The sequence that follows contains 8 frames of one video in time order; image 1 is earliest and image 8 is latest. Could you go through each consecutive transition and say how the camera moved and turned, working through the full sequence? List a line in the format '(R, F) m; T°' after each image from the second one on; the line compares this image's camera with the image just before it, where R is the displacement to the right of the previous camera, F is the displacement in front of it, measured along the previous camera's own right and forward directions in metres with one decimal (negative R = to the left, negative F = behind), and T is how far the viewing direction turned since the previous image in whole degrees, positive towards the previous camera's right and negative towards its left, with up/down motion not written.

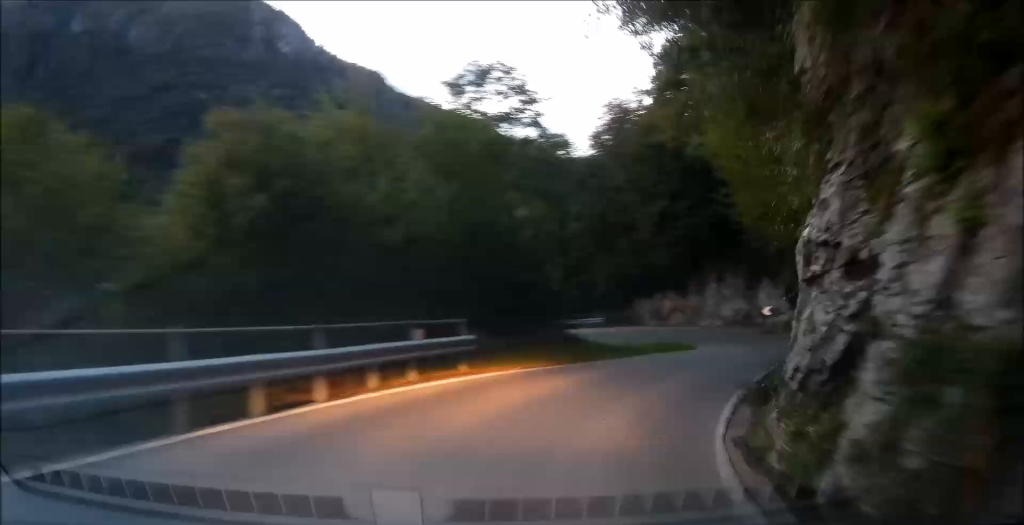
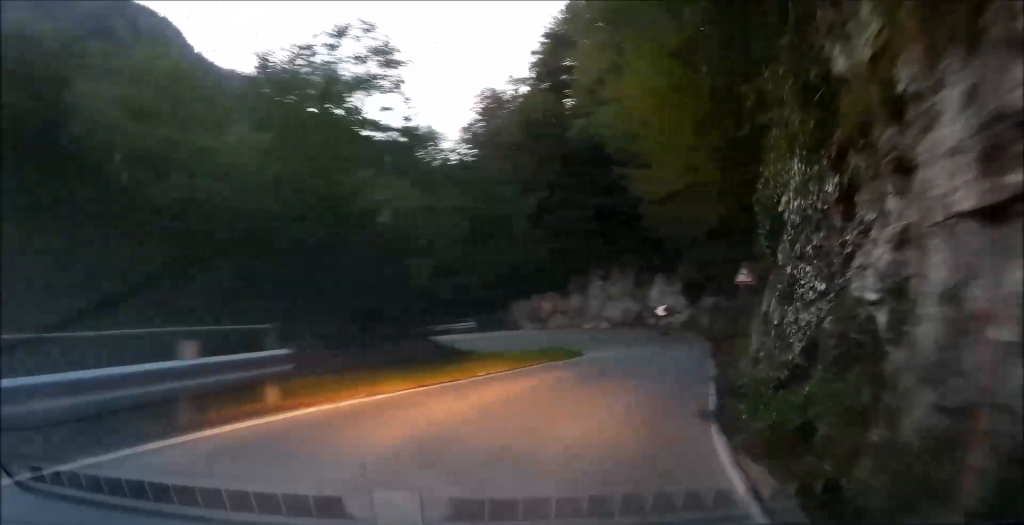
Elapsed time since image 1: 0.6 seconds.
(+0.5, +4.6) m; +7°
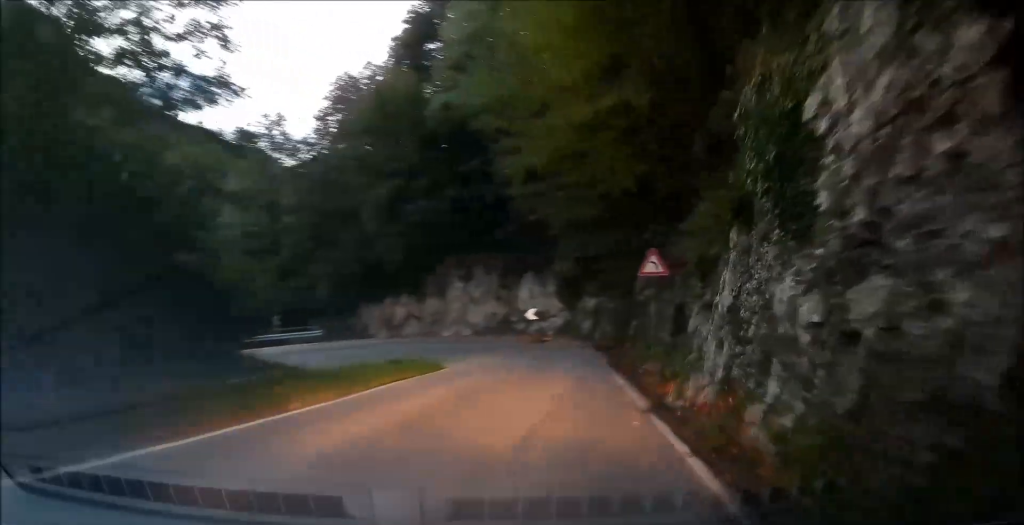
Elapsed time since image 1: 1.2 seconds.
(+0.3, +5.0) m; +7°
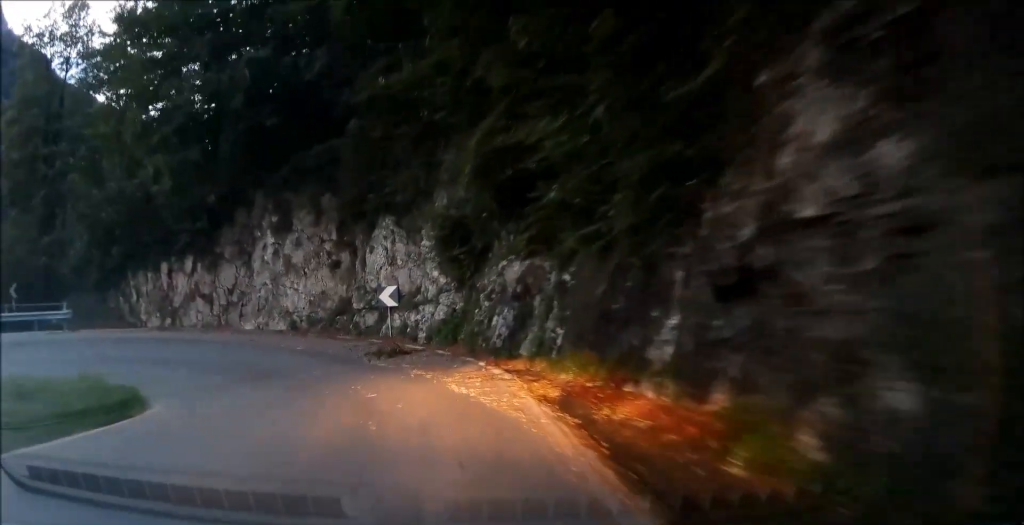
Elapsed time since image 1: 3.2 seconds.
(+1.7, +14.9) m; +5°
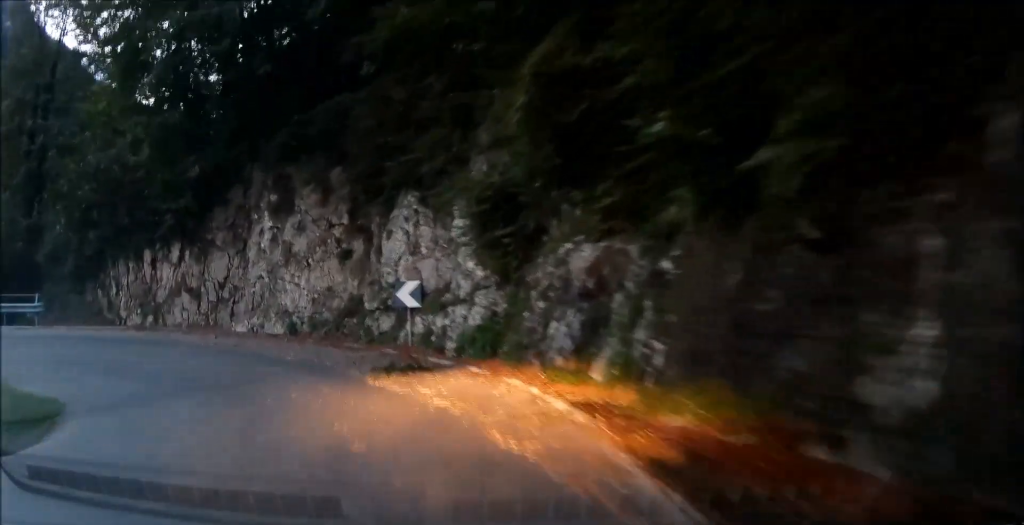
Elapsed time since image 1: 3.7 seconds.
(-0.2, +3.8) m; -4°
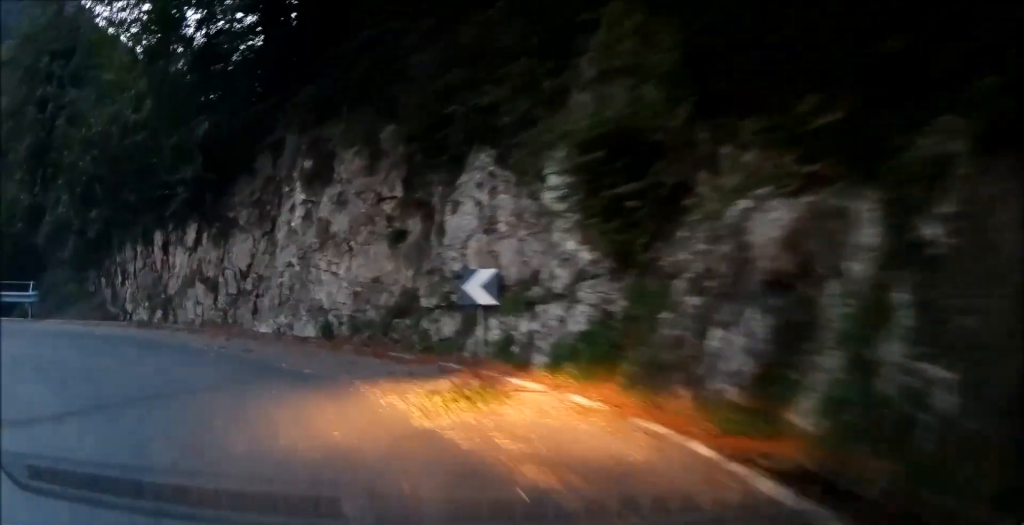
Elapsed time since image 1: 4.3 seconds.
(-0.1, +3.6) m; -6°
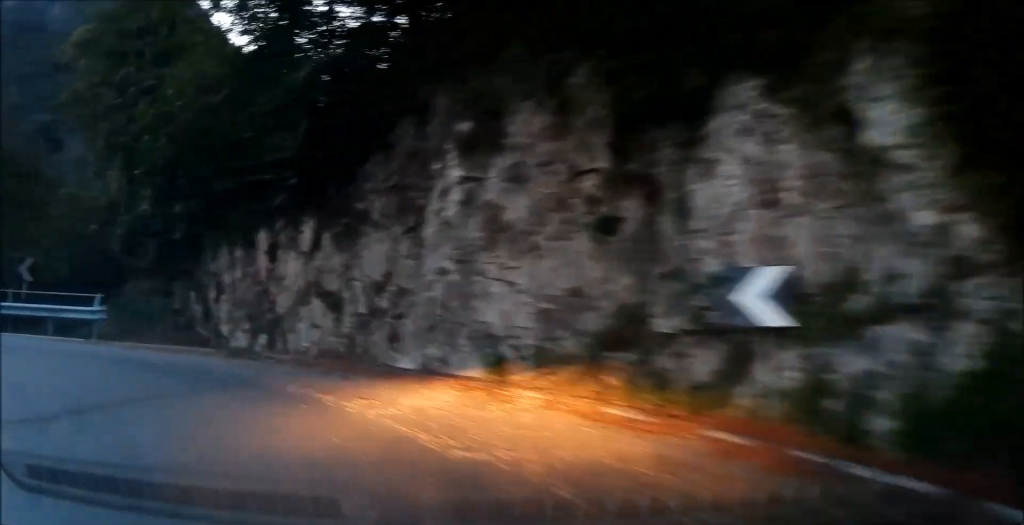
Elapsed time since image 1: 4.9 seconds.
(-0.1, +4.2) m; -13°
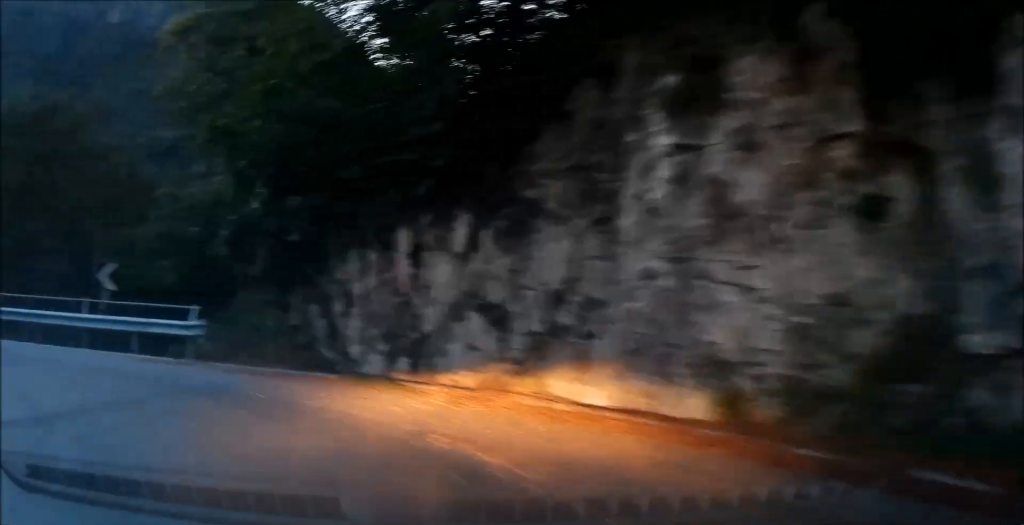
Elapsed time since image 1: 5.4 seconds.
(-0.3, +2.4) m; -10°
